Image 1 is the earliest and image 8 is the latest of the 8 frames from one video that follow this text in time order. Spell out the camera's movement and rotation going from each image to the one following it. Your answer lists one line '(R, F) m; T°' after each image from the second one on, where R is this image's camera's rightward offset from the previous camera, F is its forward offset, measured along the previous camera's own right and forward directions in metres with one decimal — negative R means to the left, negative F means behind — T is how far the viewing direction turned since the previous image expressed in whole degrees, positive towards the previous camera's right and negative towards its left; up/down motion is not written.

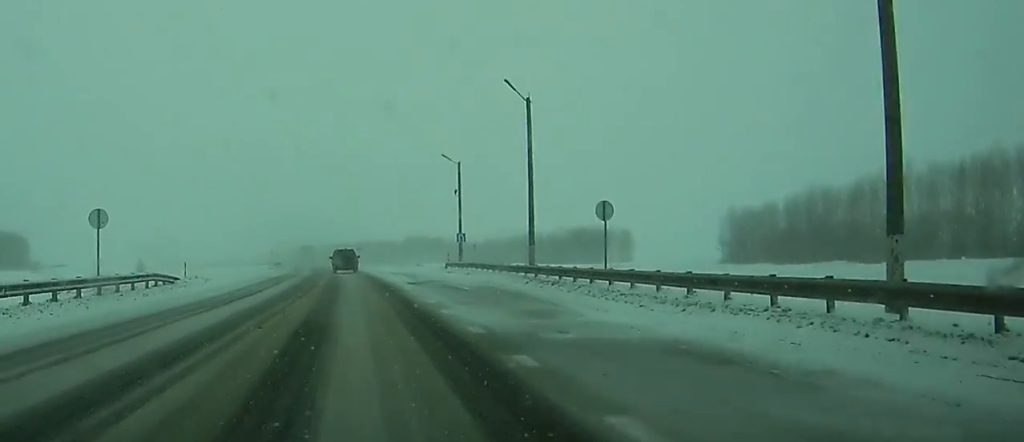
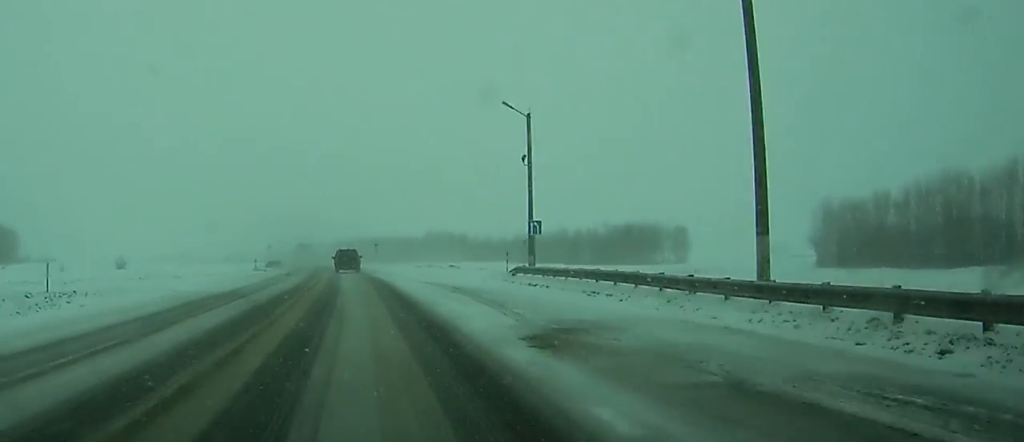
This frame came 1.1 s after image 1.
(0.0, +23.6) m; -1°
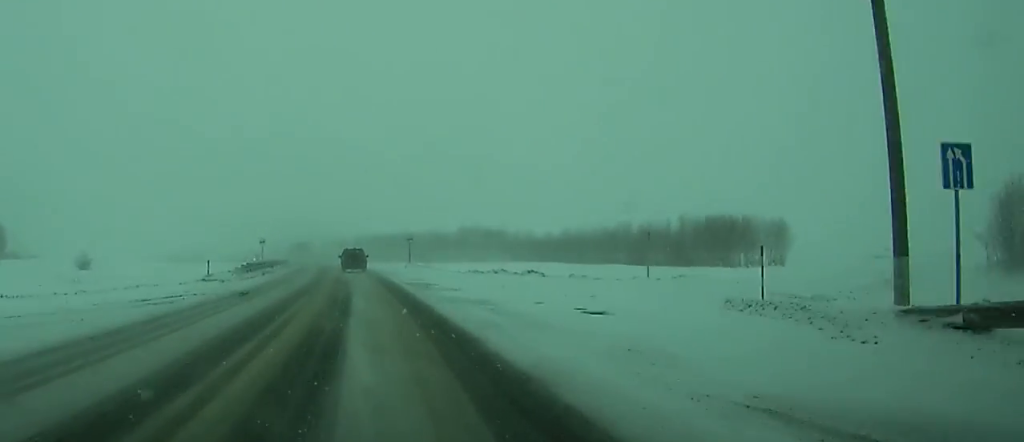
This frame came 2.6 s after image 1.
(-0.6, +30.9) m; -2°
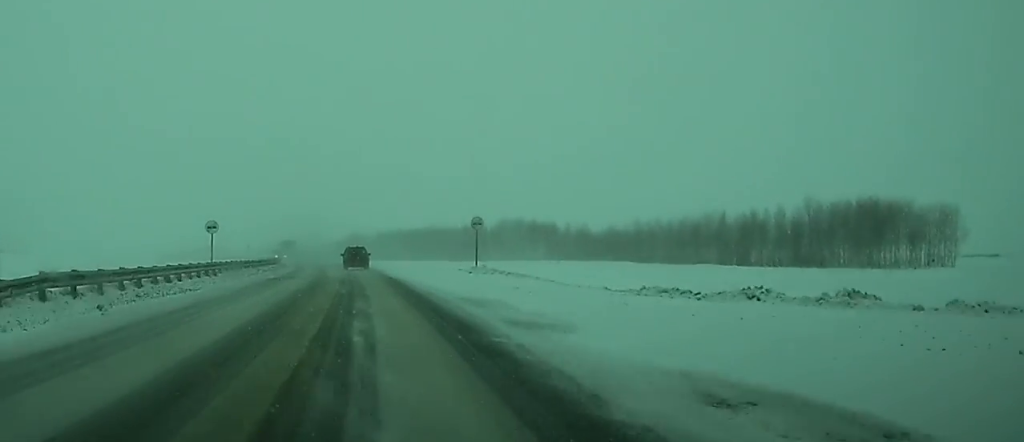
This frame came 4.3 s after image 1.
(-0.2, +36.3) m; 0°
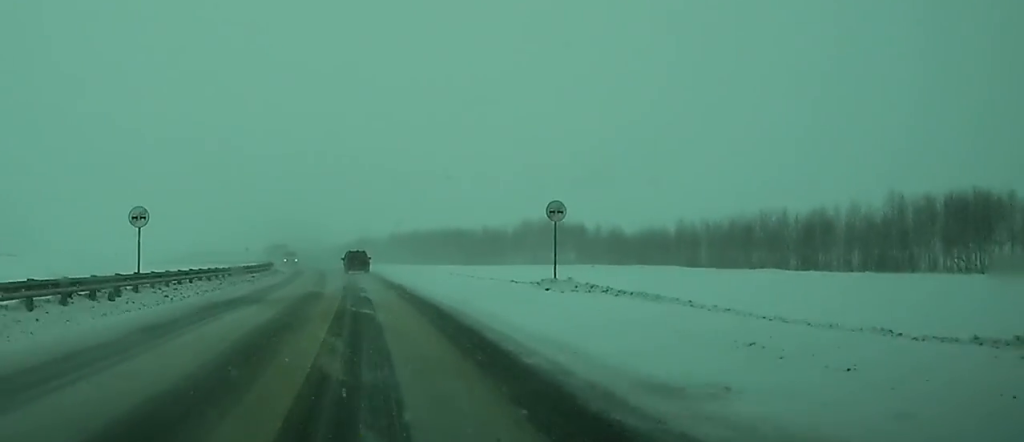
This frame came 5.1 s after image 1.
(0.0, +16.6) m; 0°
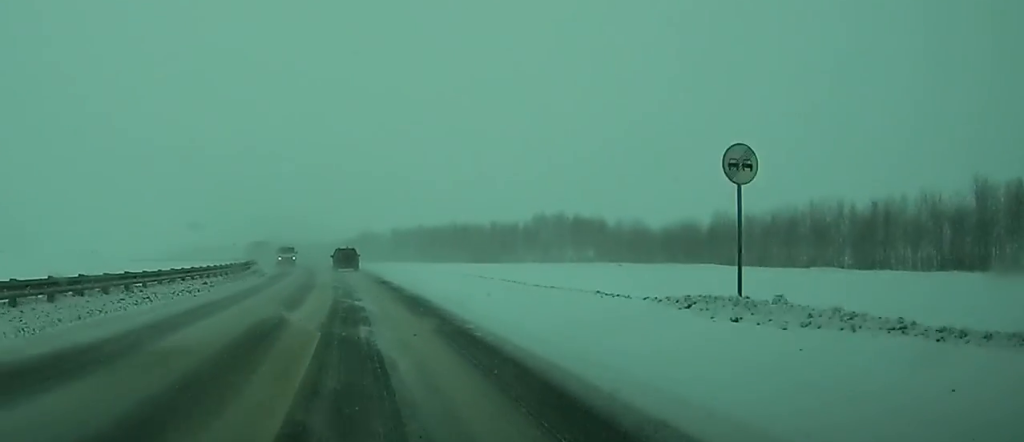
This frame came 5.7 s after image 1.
(-0.1, +14.5) m; -1°
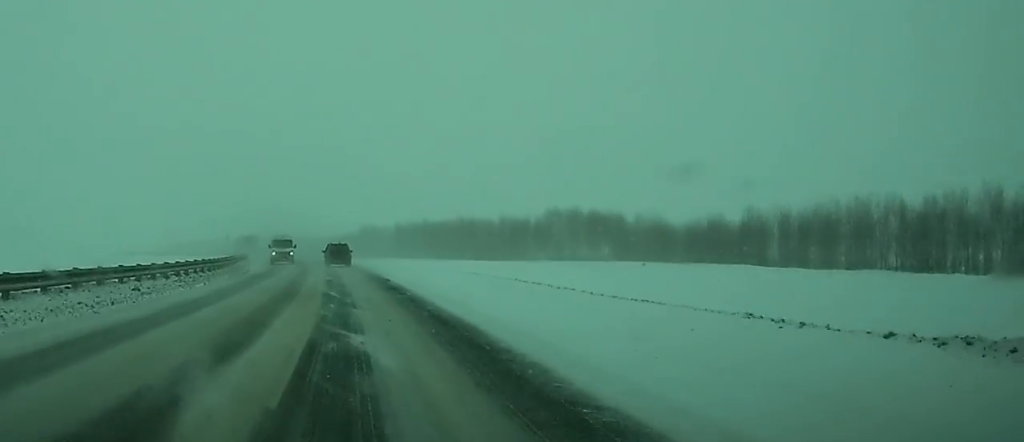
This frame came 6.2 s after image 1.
(0.0, +10.2) m; -1°
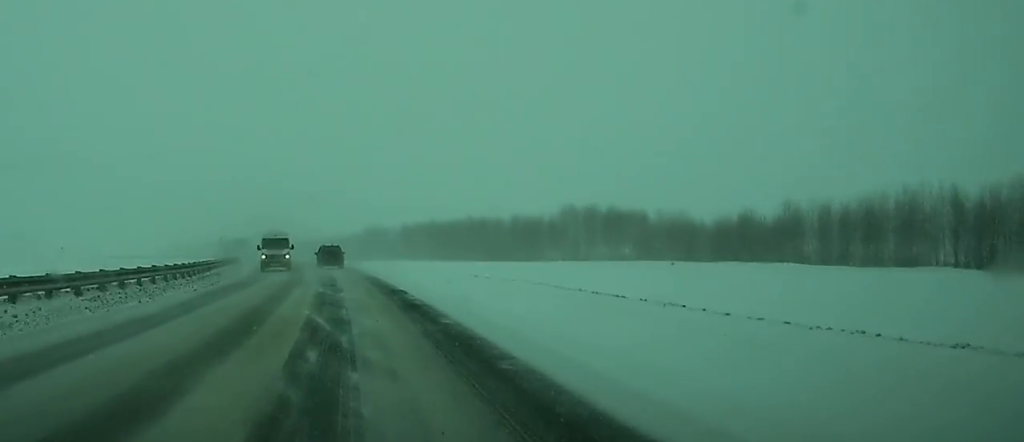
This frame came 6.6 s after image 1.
(-0.1, +9.5) m; 0°
